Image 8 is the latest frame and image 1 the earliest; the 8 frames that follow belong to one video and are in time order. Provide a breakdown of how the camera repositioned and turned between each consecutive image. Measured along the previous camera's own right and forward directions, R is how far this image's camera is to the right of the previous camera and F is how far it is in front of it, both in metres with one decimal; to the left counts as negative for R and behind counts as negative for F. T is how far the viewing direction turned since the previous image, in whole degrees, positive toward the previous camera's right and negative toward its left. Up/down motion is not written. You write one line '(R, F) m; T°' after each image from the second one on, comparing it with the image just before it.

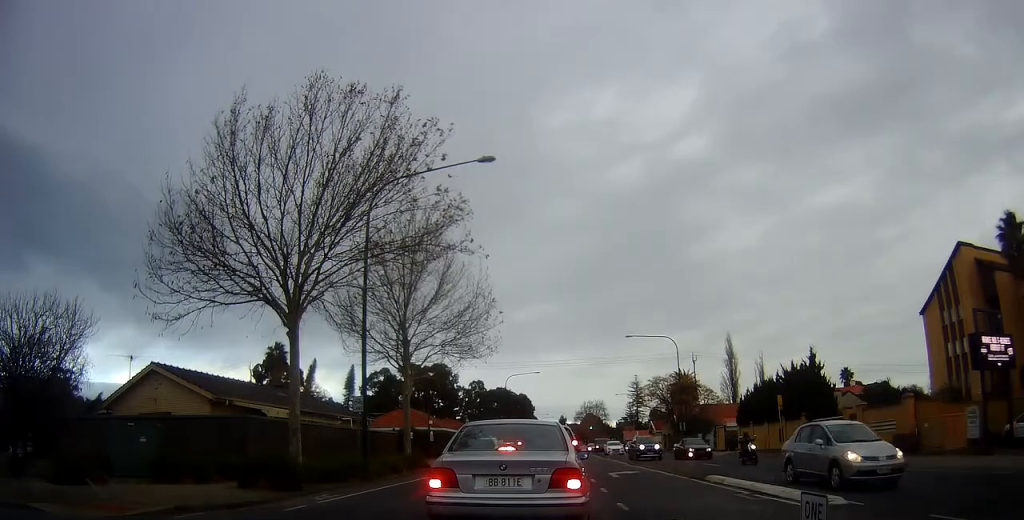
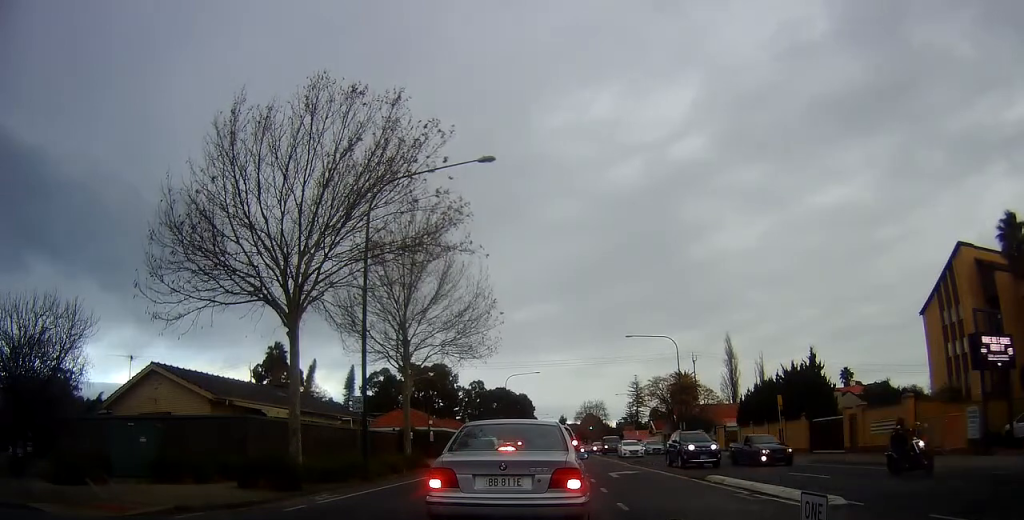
(0.0, 0.0) m; 0°
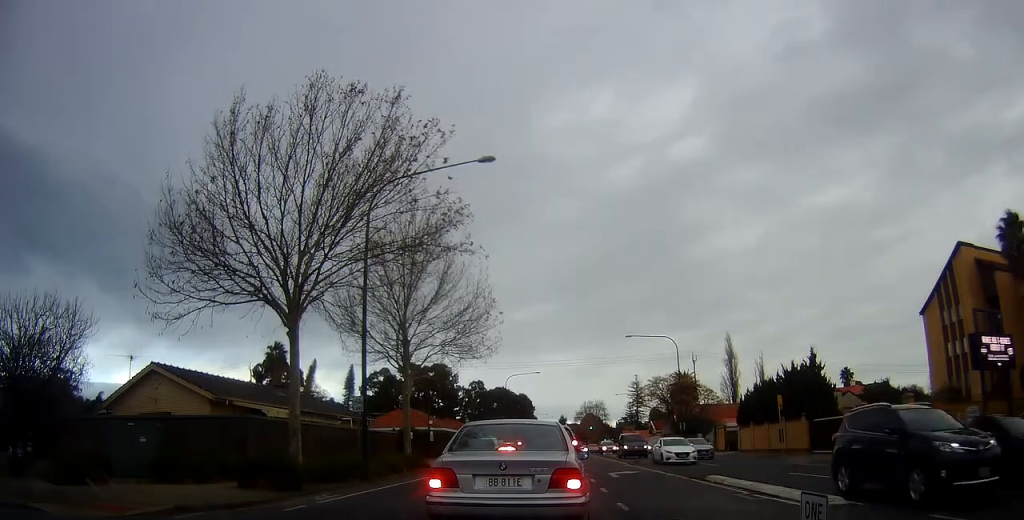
(0.0, 0.0) m; 0°
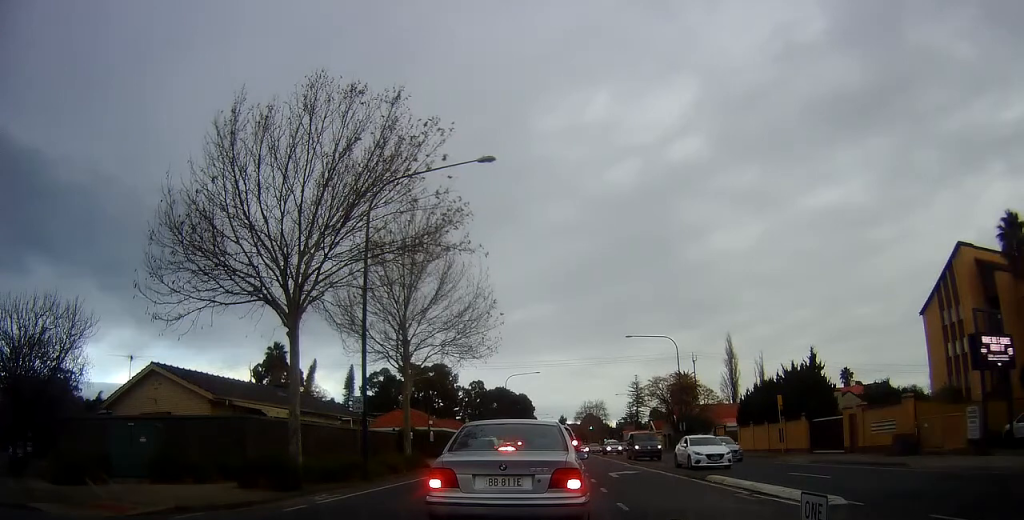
(0.0, 0.0) m; 0°
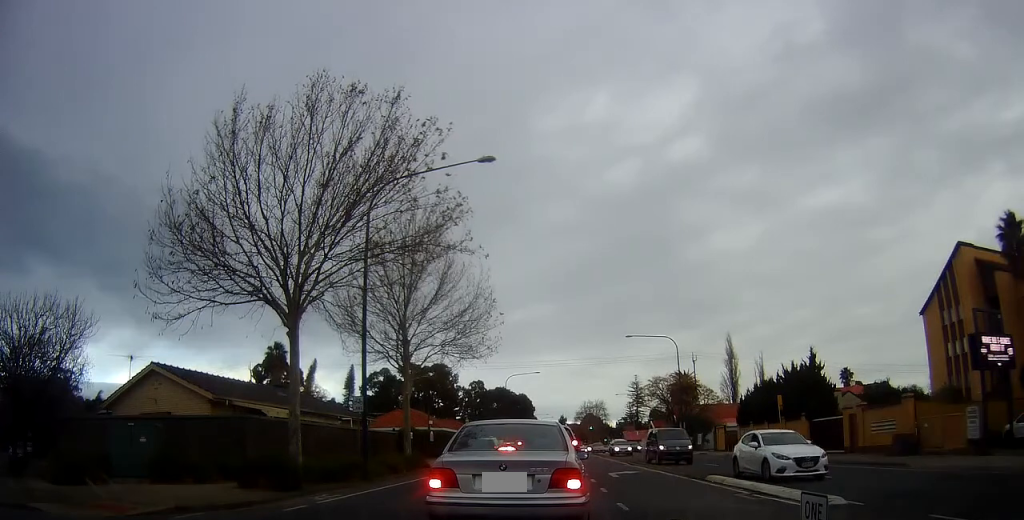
(0.0, 0.0) m; 0°
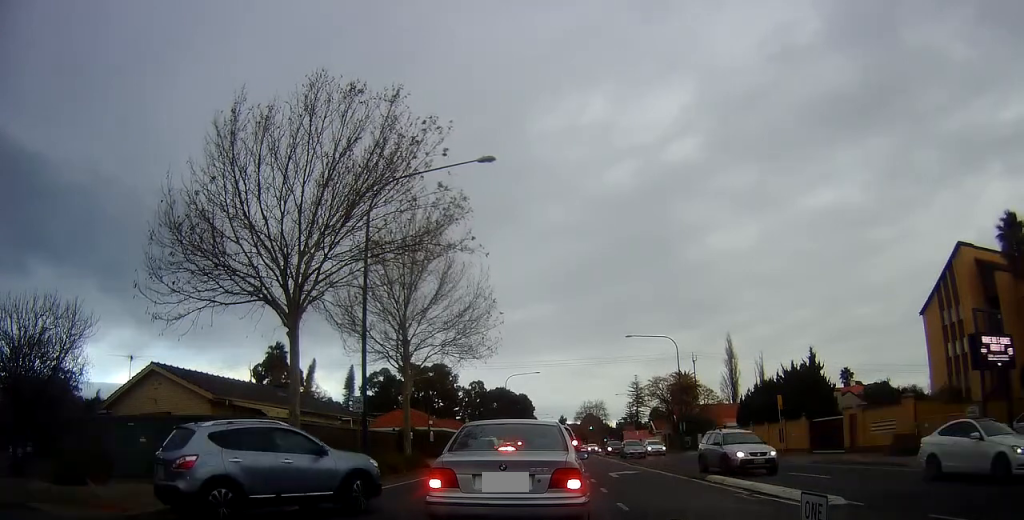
(0.0, 0.0) m; 0°
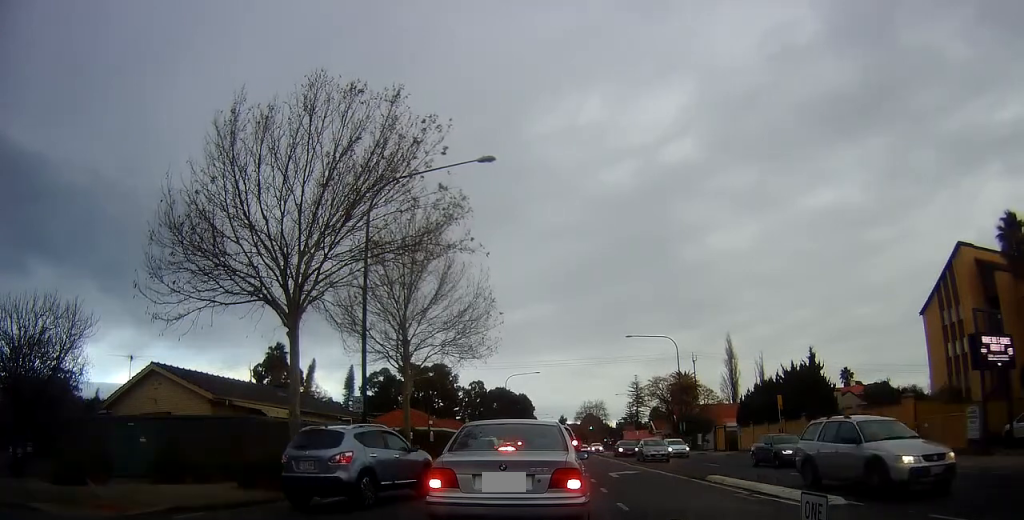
(0.0, 0.0) m; 0°
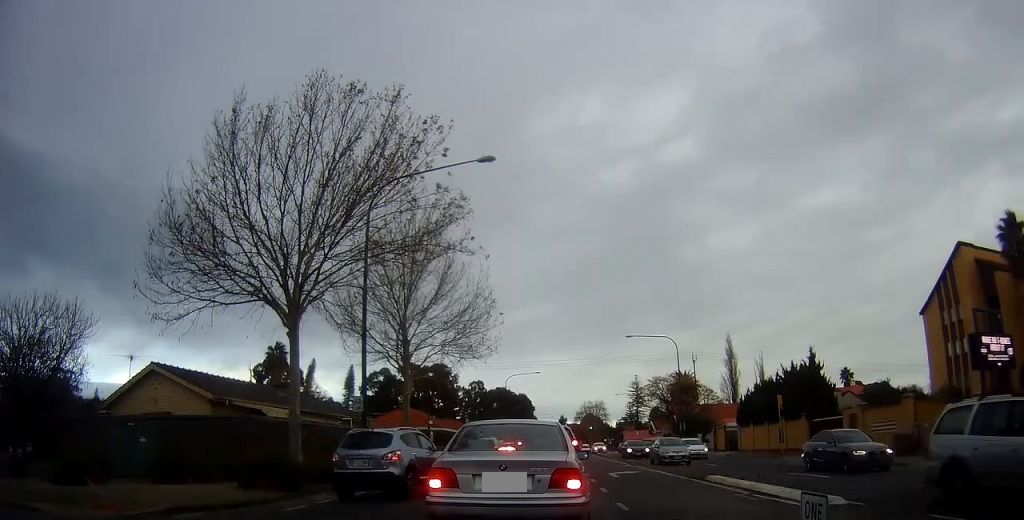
(0.0, 0.0) m; 0°
